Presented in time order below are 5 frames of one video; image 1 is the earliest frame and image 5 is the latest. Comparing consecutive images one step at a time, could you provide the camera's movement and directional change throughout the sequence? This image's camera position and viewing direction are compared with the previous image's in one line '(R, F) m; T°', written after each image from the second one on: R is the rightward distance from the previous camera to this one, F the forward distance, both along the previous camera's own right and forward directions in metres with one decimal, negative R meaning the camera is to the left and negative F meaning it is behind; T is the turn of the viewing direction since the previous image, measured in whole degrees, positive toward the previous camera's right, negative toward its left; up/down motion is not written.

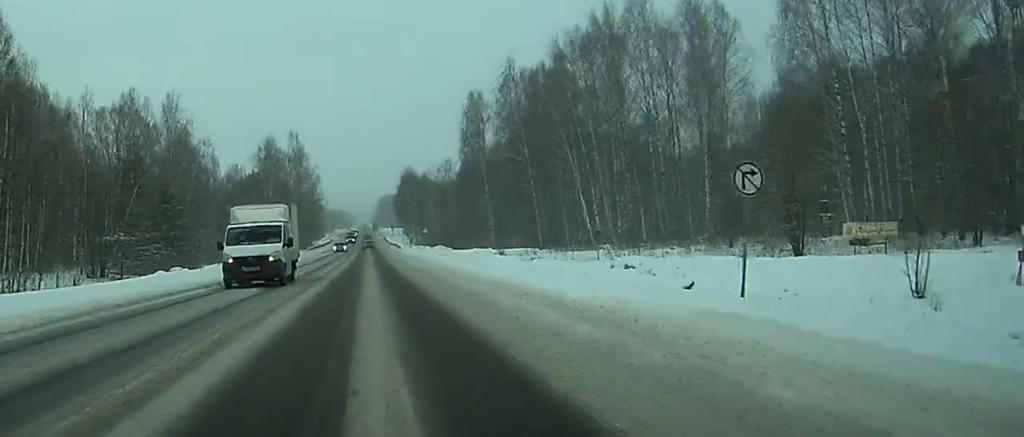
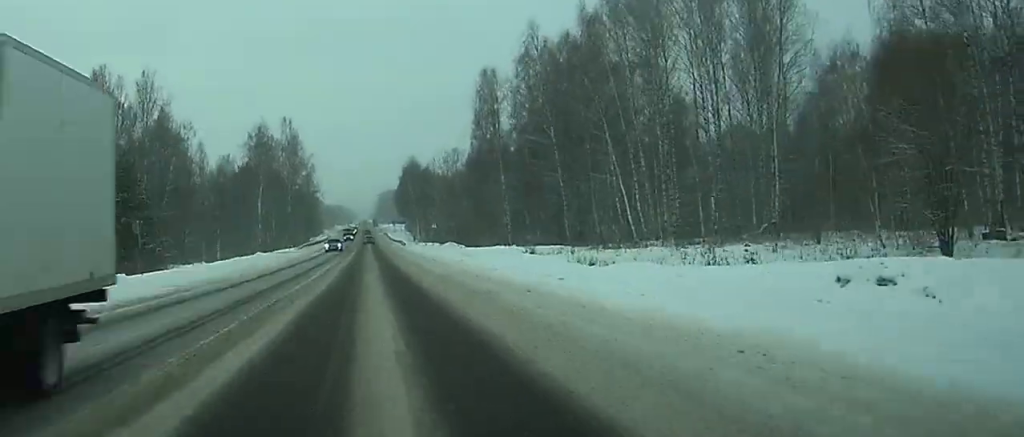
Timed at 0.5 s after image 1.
(0.0, +15.2) m; 0°
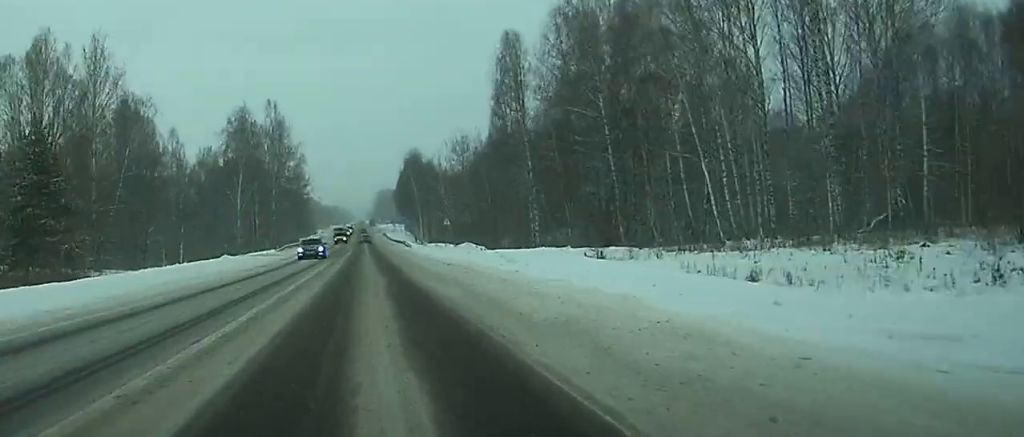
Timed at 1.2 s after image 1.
(0.0, +21.2) m; 0°
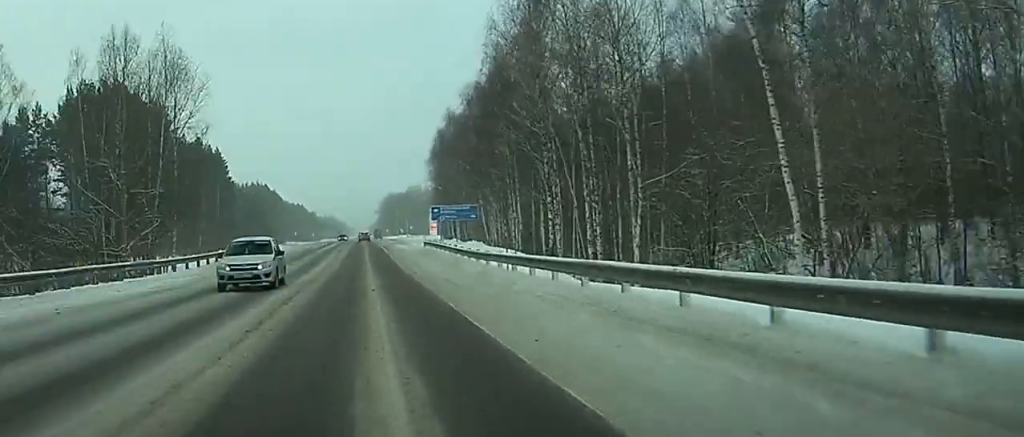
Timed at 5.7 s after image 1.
(+0.2, +136.1) m; -1°
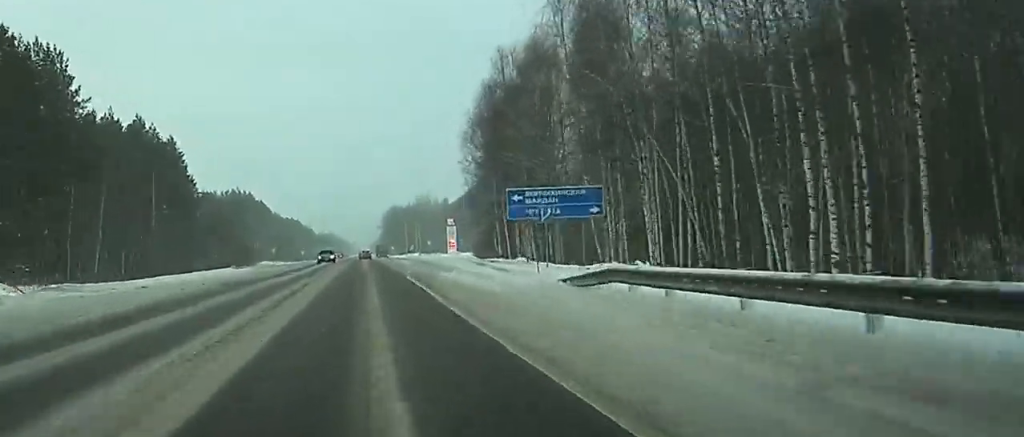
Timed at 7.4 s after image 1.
(-1.4, +47.3) m; 0°
